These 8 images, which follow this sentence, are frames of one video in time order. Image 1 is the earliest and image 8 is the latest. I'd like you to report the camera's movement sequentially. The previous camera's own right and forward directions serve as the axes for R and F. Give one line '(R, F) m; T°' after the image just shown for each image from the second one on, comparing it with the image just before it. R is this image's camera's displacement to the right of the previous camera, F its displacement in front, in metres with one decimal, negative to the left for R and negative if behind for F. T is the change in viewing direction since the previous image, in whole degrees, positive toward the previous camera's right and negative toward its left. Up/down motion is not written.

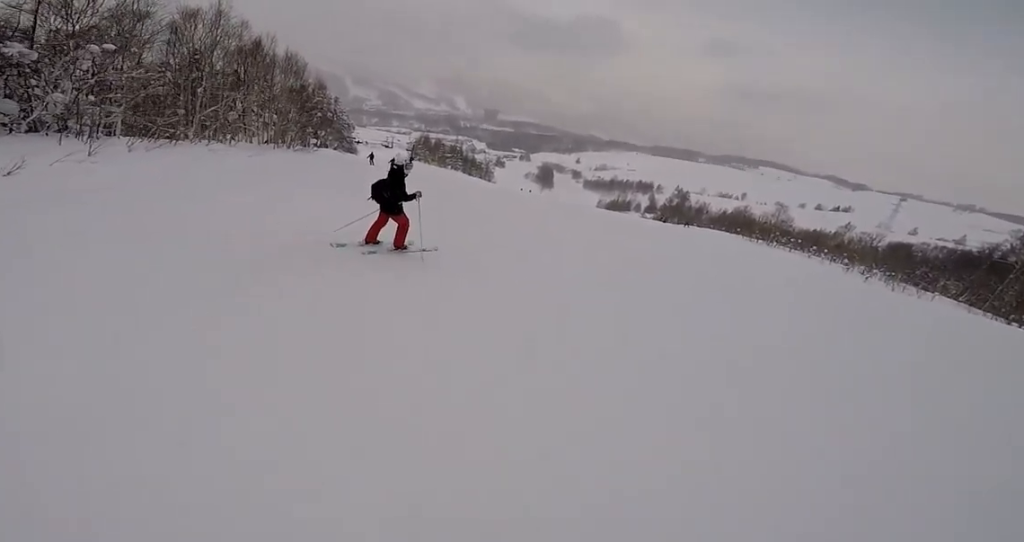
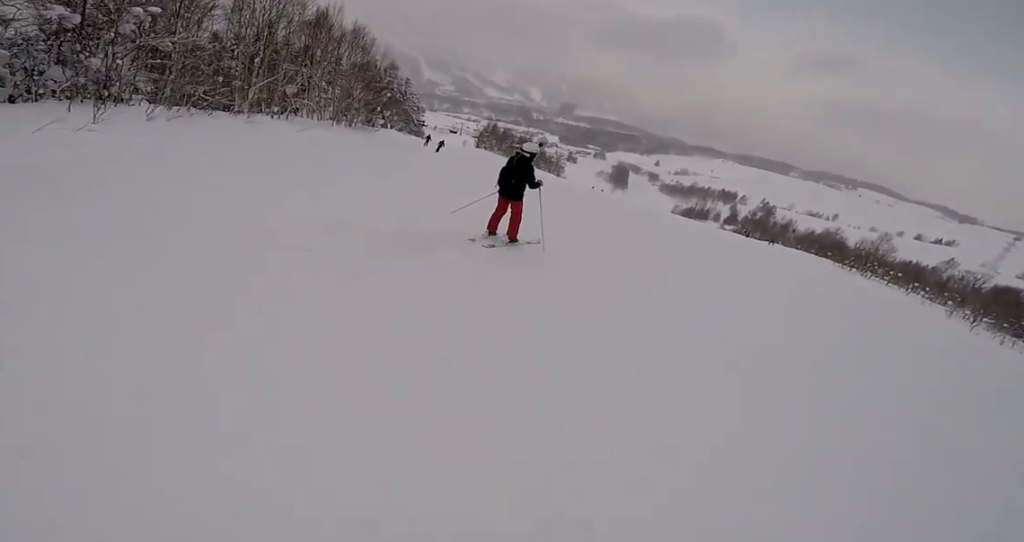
(-0.5, +2.5) m; -6°
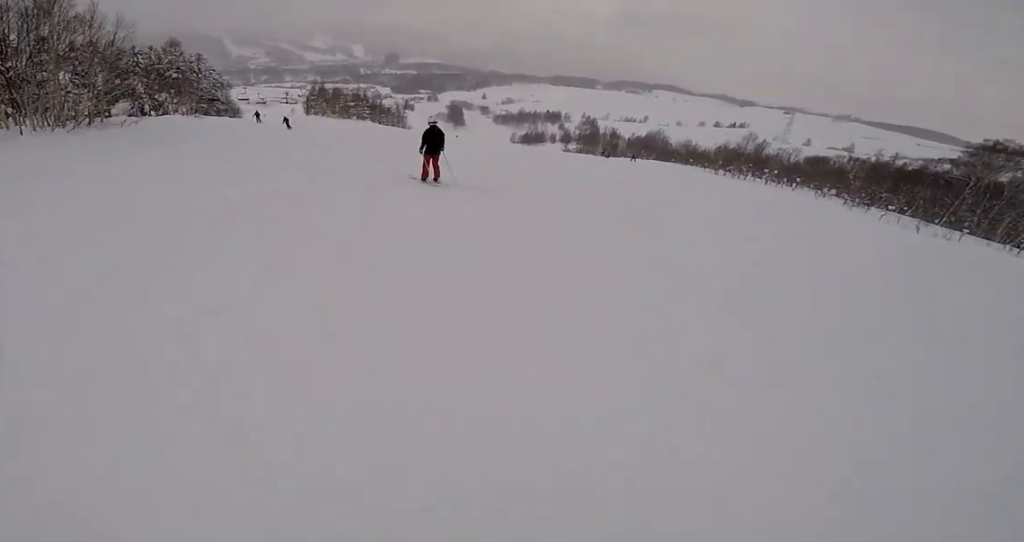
(+2.1, +13.3) m; +14°
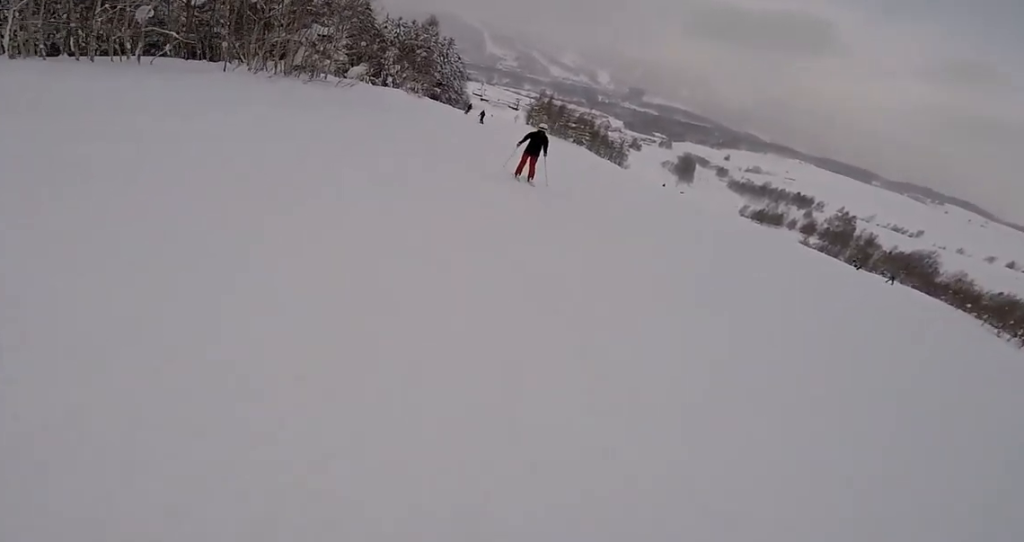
(-0.9, +4.7) m; -8°
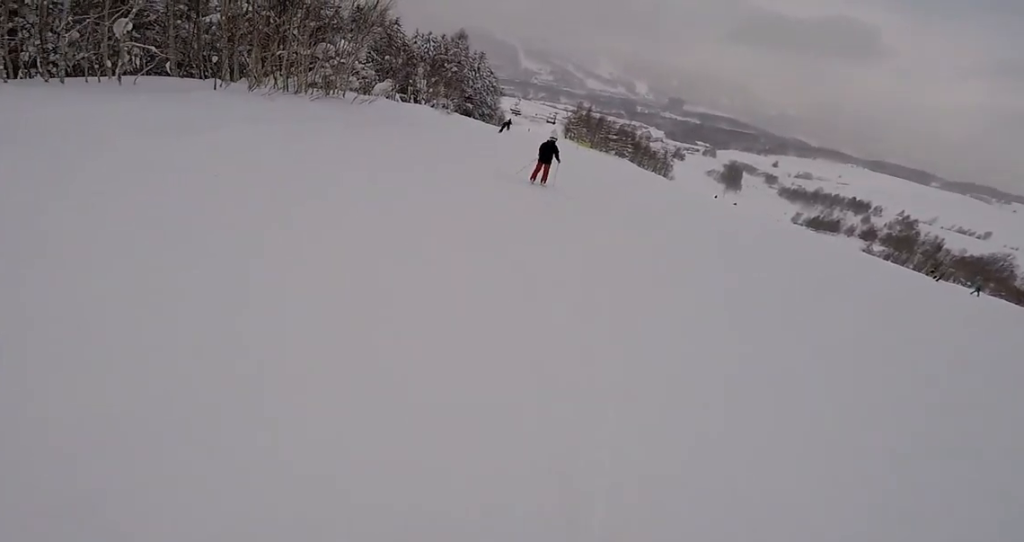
(+0.3, +3.8) m; -3°
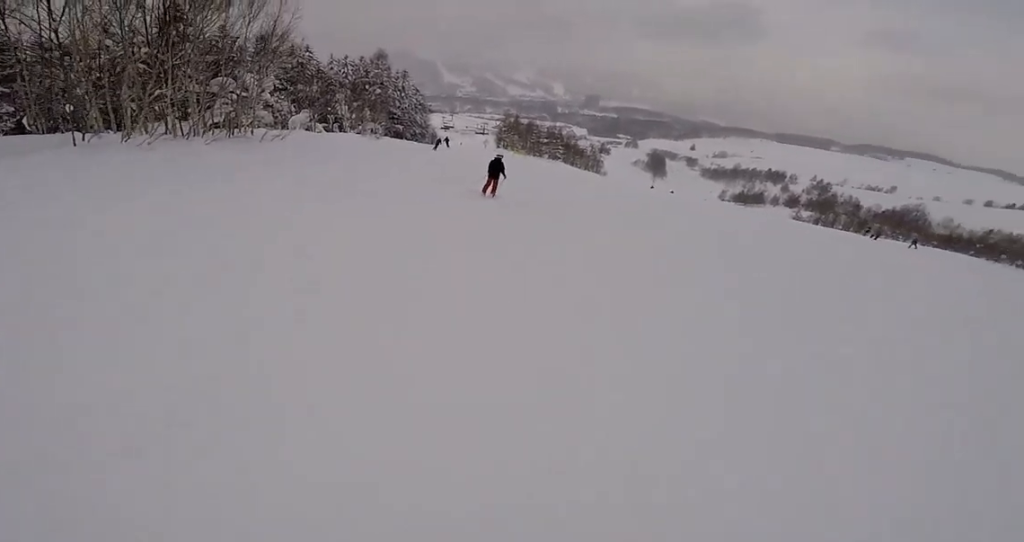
(-0.1, +3.1) m; 0°
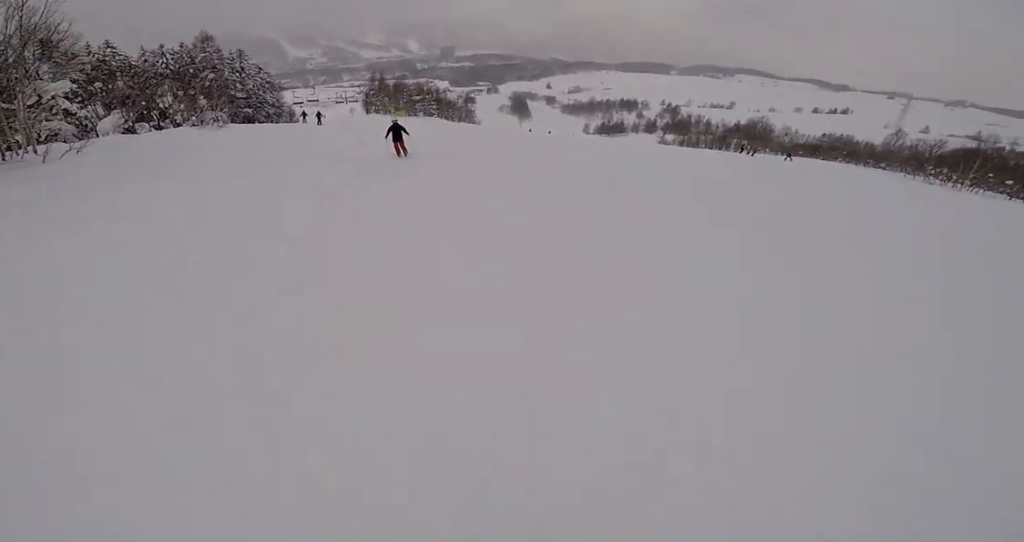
(-0.5, +4.9) m; +1°
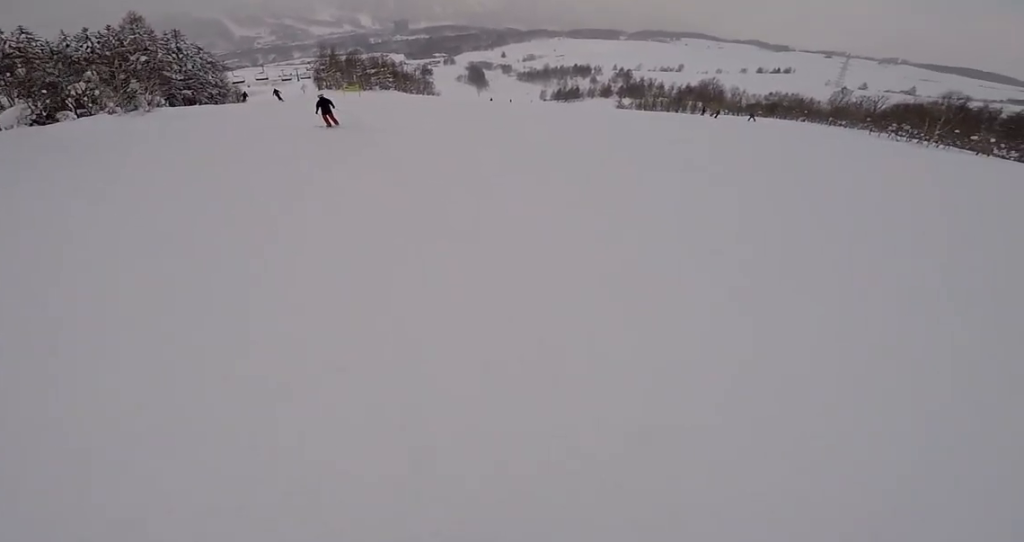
(+0.5, +2.9) m; 0°
